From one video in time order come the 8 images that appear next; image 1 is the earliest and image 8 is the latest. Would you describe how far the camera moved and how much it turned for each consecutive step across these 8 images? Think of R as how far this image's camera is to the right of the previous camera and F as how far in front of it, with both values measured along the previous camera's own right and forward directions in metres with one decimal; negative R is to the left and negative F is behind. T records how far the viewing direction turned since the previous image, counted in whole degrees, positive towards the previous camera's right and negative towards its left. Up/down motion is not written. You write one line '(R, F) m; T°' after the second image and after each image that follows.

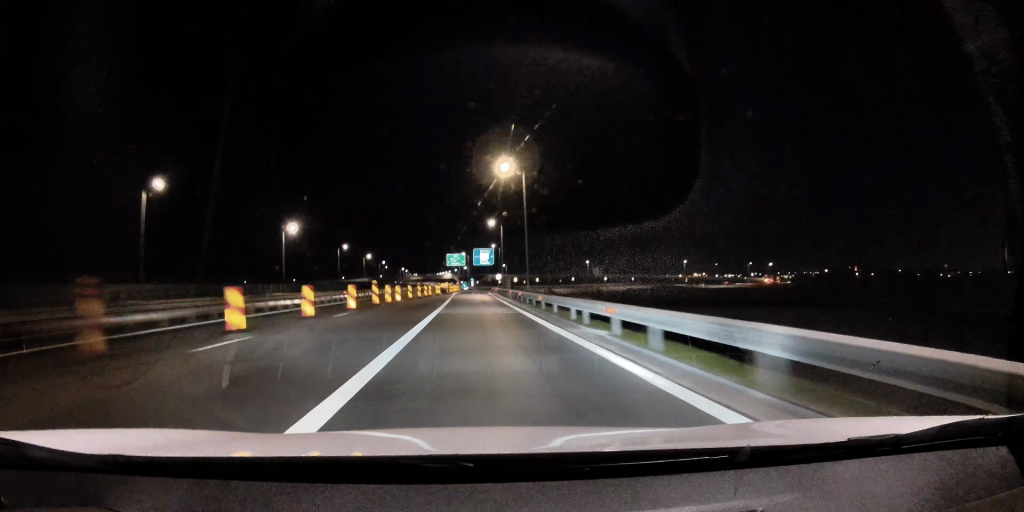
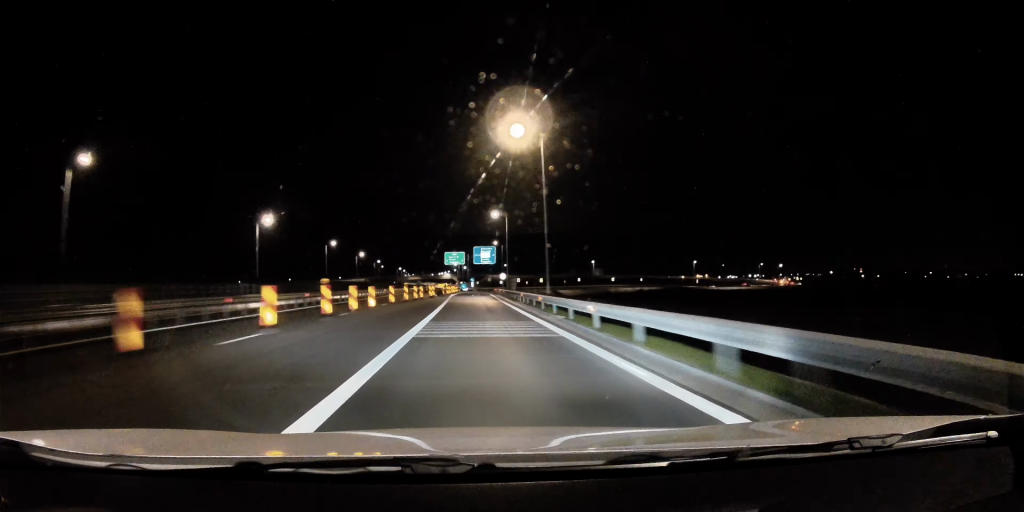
(0.0, +11.1) m; 0°
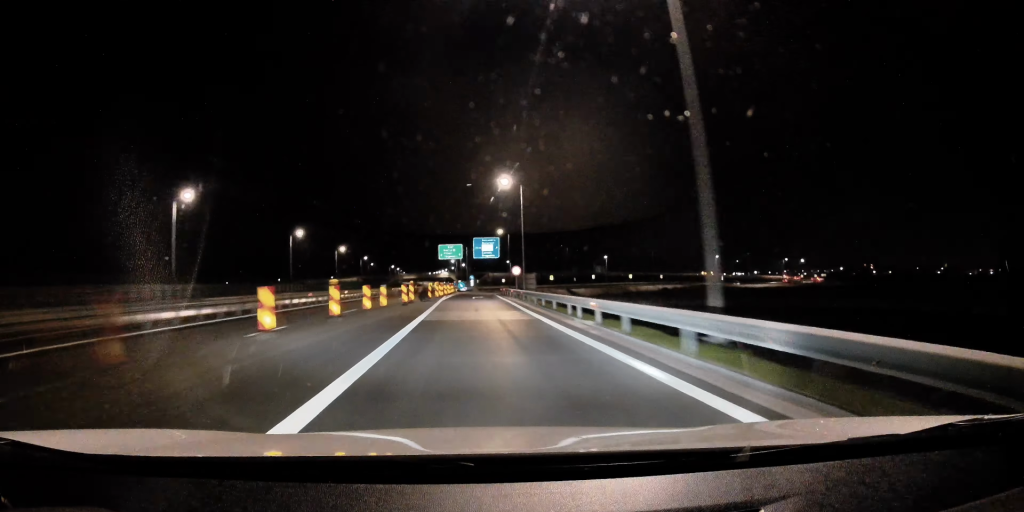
(0.0, +22.9) m; 0°
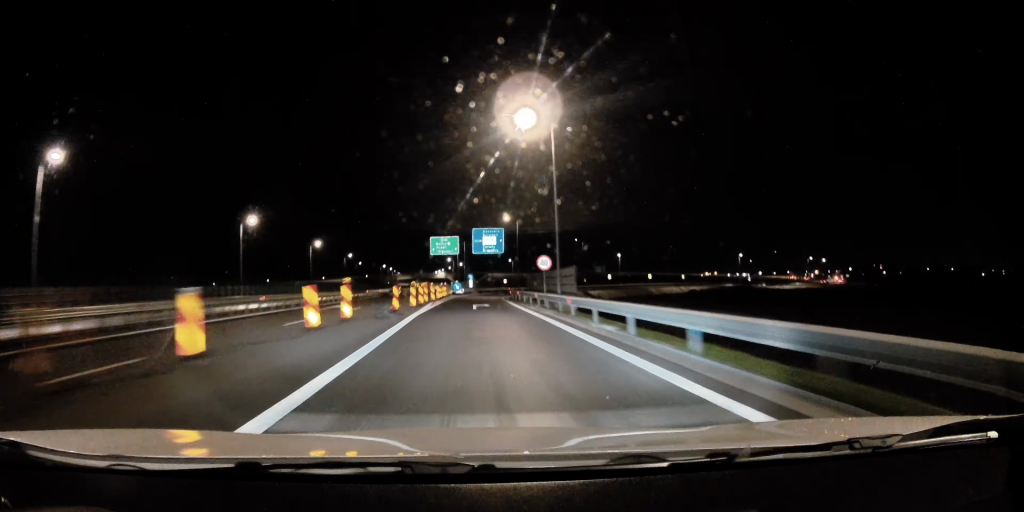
(+0.2, +20.6) m; +1°
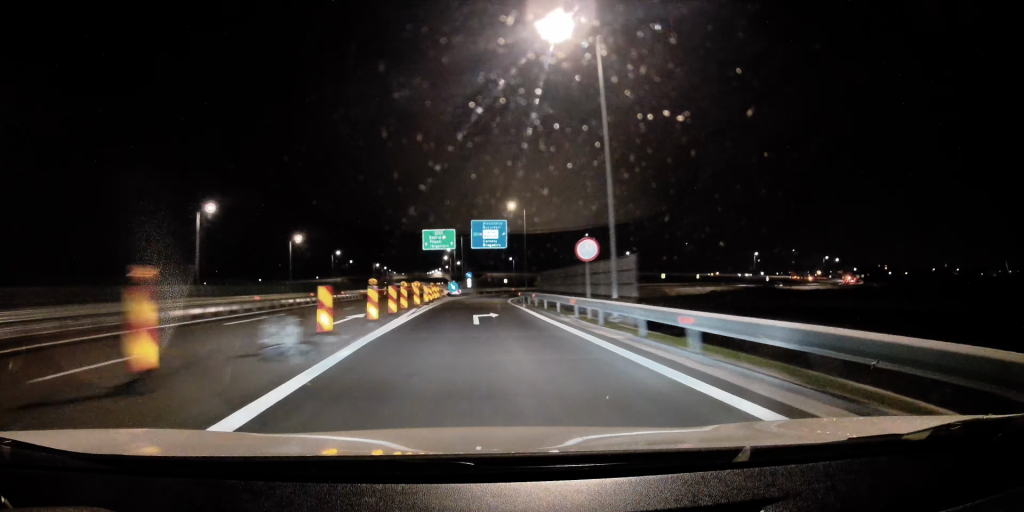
(0.0, +12.1) m; 0°
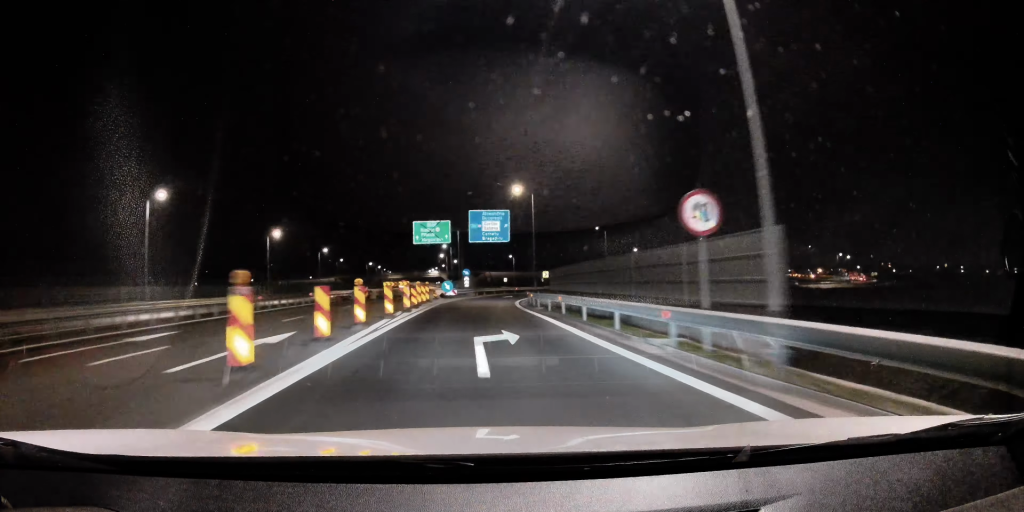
(0.0, +10.5) m; 0°
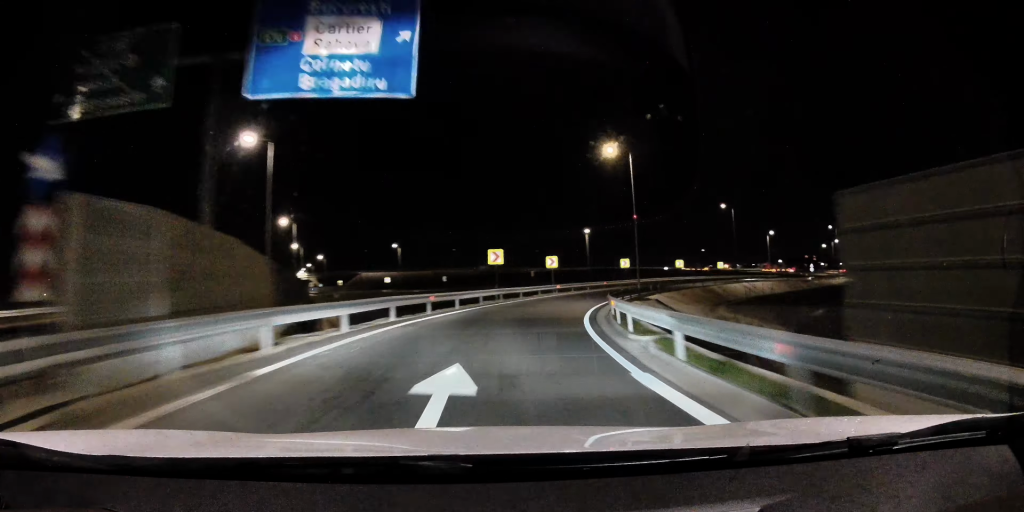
(+1.1, +54.9) m; +13°
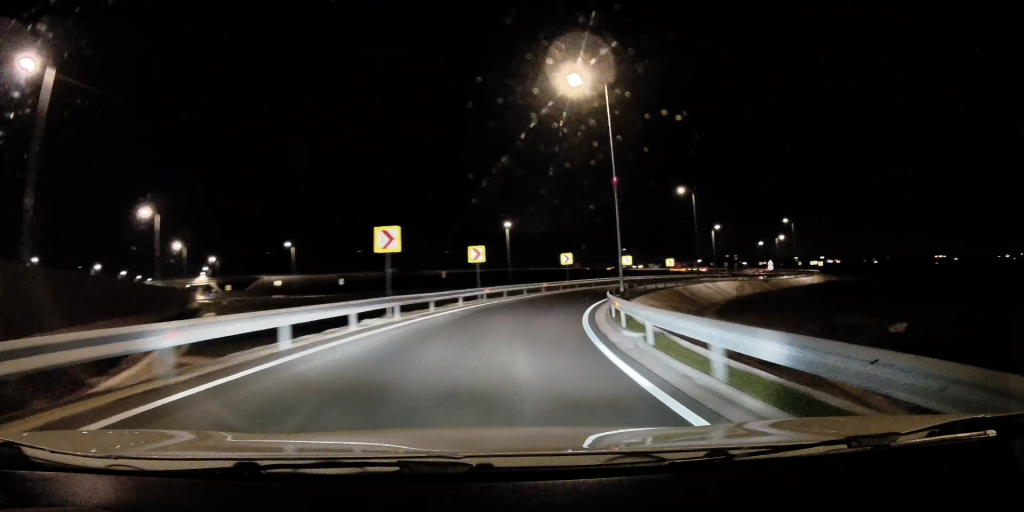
(+2.0, +14.2) m; +8°
